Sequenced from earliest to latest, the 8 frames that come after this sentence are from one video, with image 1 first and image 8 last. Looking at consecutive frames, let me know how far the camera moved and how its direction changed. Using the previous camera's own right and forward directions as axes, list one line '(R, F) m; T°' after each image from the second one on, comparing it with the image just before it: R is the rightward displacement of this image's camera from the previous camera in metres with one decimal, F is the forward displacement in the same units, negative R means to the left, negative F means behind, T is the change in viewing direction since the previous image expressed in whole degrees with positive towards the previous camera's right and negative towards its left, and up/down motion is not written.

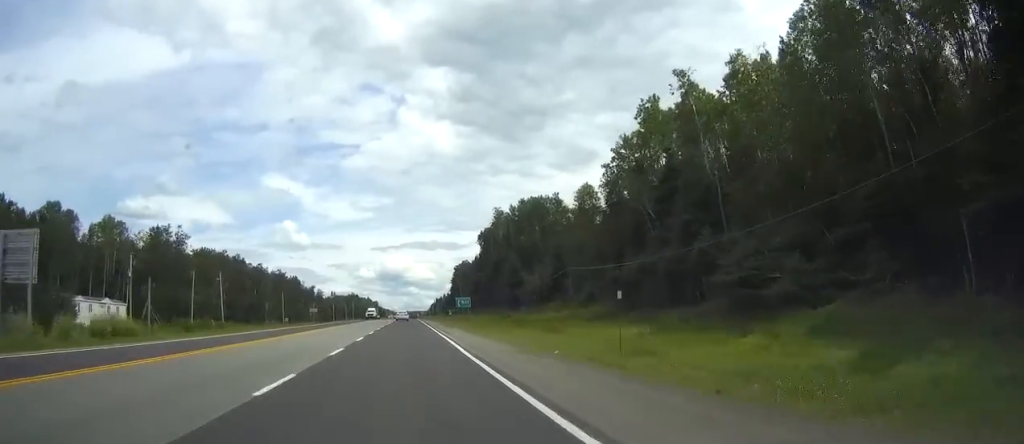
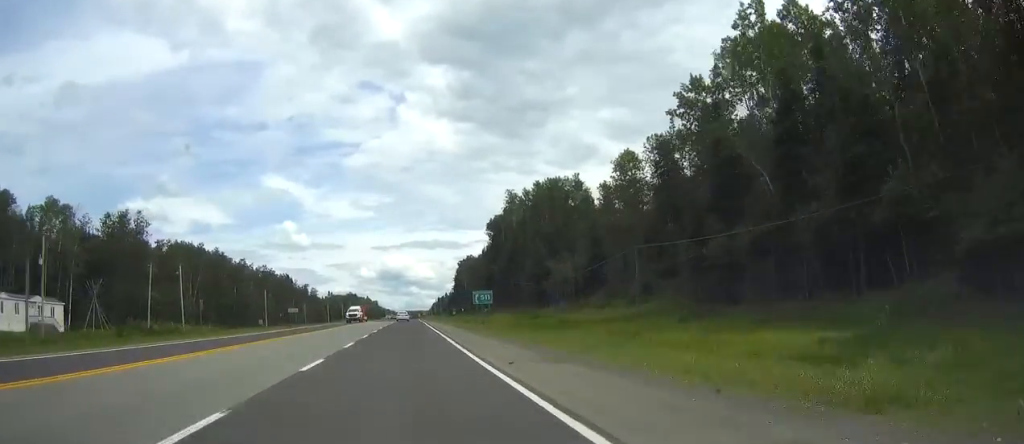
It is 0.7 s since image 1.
(-0.1, +22.7) m; 0°
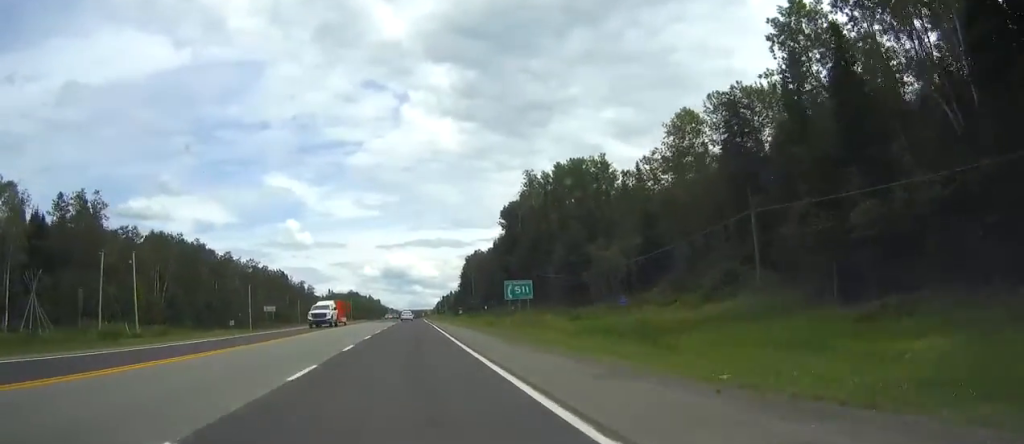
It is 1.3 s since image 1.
(0.0, +19.5) m; 0°
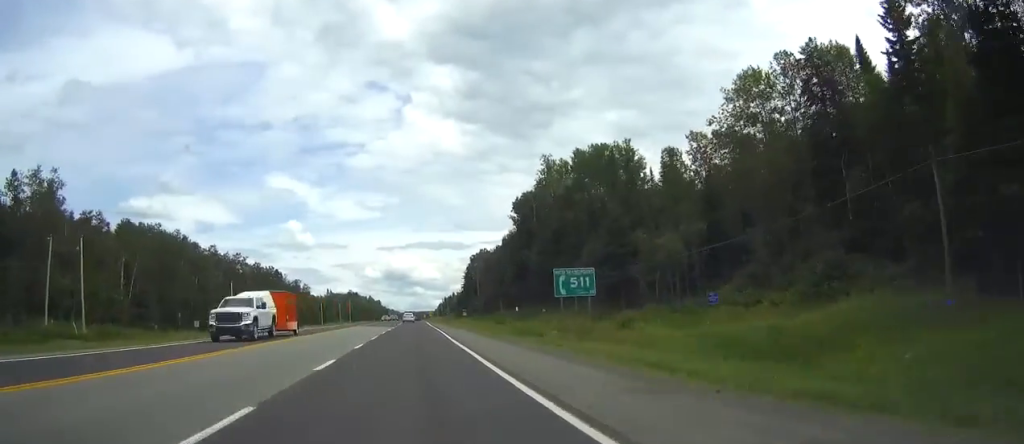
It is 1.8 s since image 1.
(0.0, +15.1) m; 0°
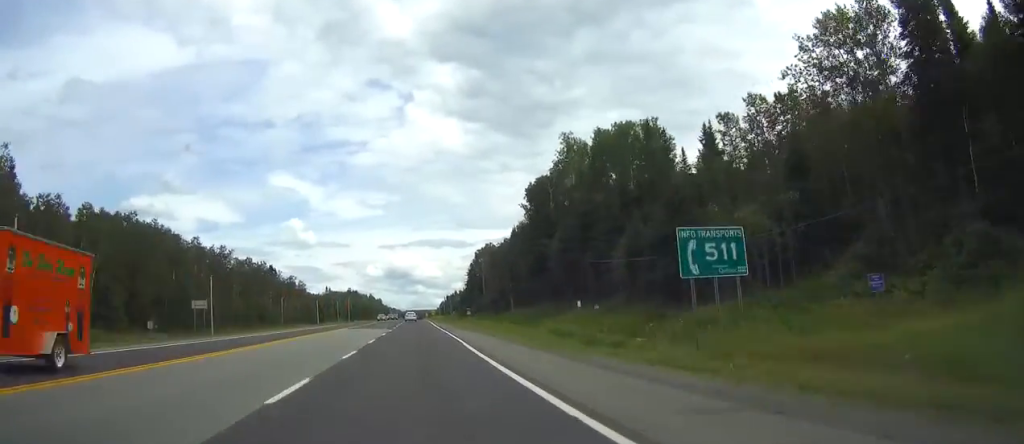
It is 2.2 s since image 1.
(0.0, +14.1) m; 0°
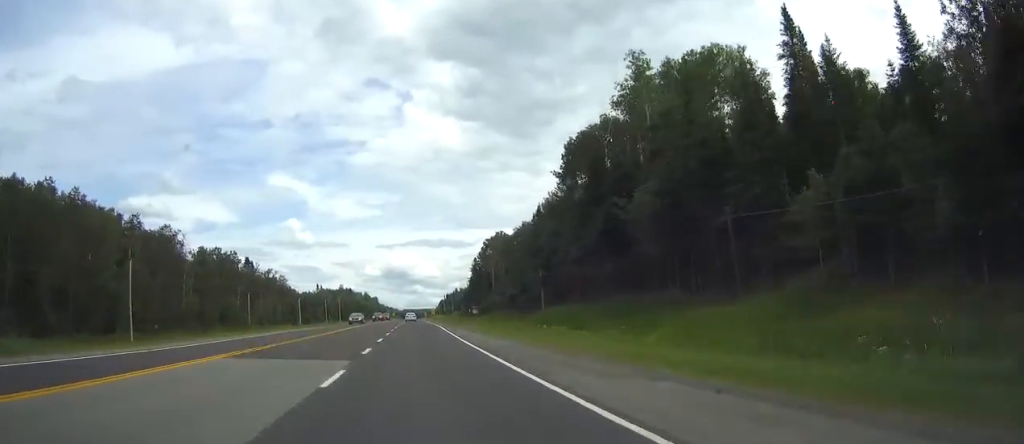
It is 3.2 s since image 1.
(+0.1, +33.4) m; 0°
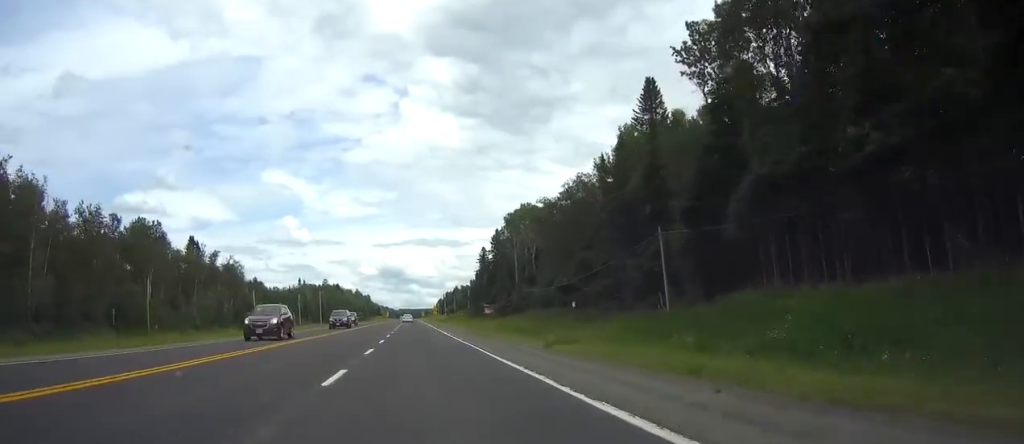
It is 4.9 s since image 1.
(+0.1, +52.8) m; 0°
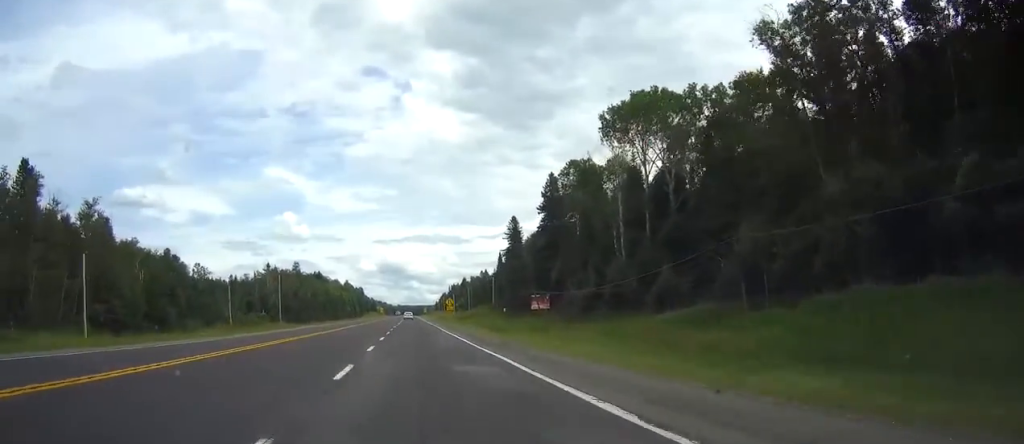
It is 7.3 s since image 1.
(-0.1, +78.6) m; 0°
